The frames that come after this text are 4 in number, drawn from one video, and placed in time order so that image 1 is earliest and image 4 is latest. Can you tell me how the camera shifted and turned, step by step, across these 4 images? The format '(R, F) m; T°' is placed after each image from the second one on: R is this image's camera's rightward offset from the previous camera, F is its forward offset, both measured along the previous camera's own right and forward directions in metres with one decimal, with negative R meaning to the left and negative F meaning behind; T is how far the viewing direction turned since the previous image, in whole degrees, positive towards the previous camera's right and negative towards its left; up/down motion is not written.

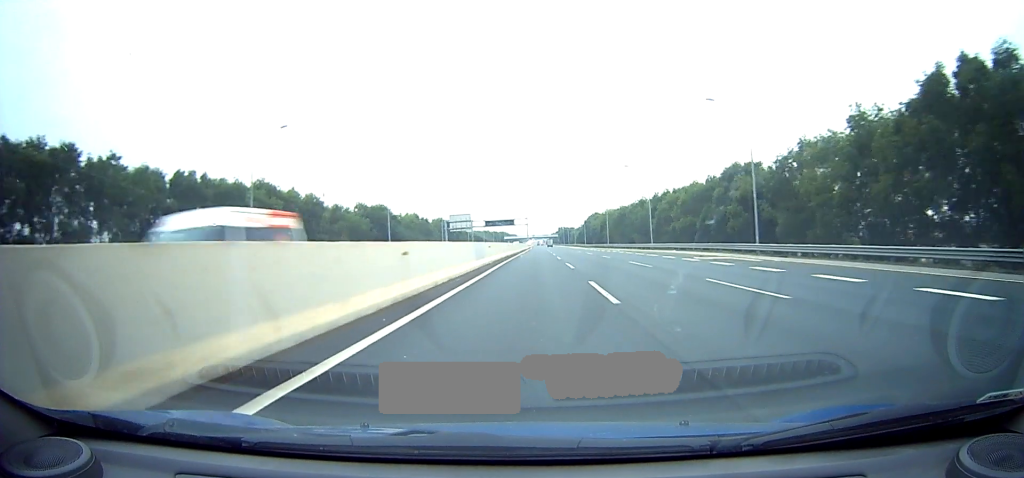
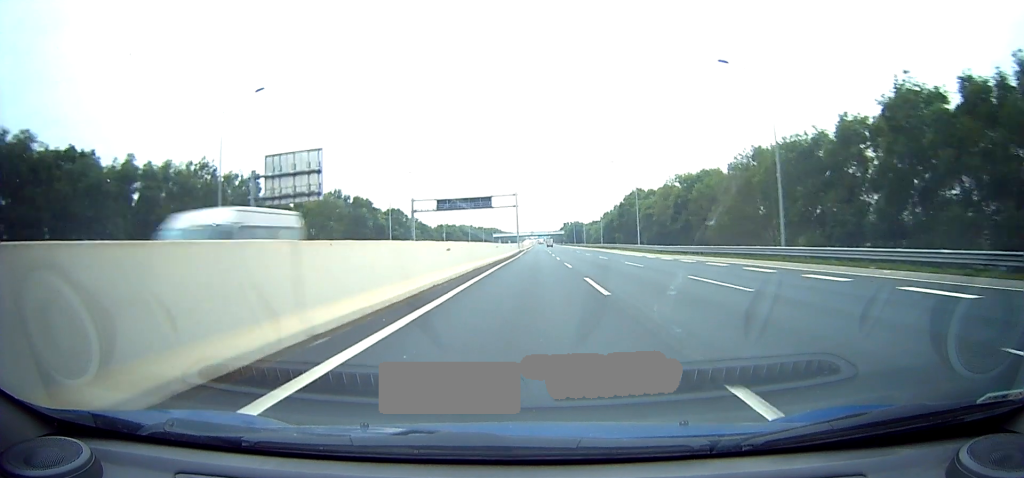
(0.0, +79.0) m; 0°
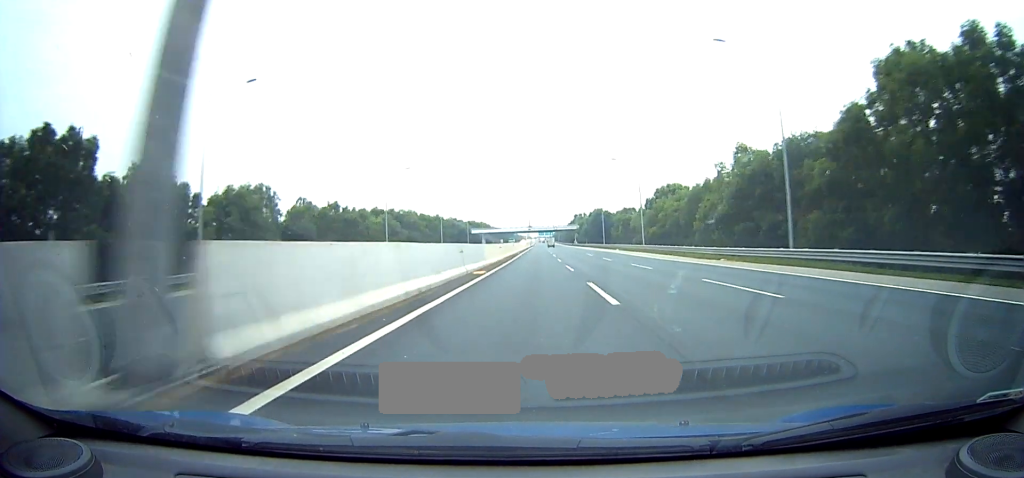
(+0.5, +85.8) m; +1°
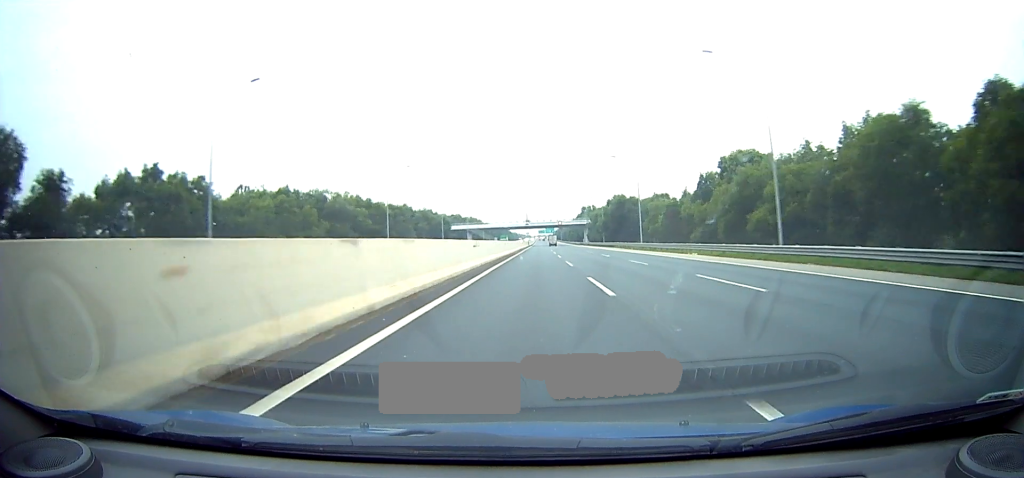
(-0.7, +49.1) m; -2°
